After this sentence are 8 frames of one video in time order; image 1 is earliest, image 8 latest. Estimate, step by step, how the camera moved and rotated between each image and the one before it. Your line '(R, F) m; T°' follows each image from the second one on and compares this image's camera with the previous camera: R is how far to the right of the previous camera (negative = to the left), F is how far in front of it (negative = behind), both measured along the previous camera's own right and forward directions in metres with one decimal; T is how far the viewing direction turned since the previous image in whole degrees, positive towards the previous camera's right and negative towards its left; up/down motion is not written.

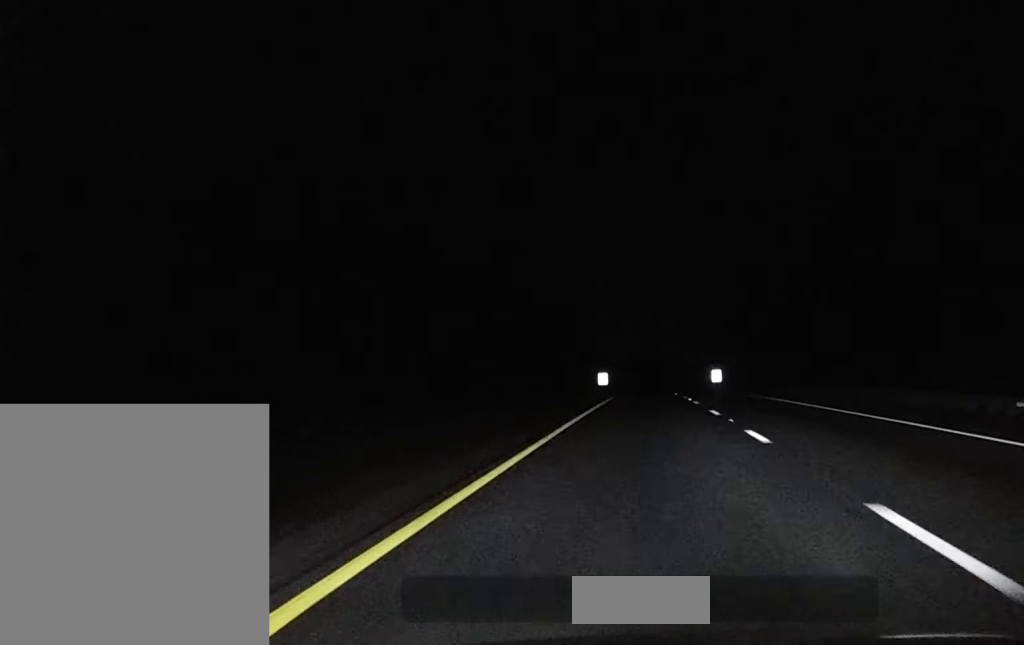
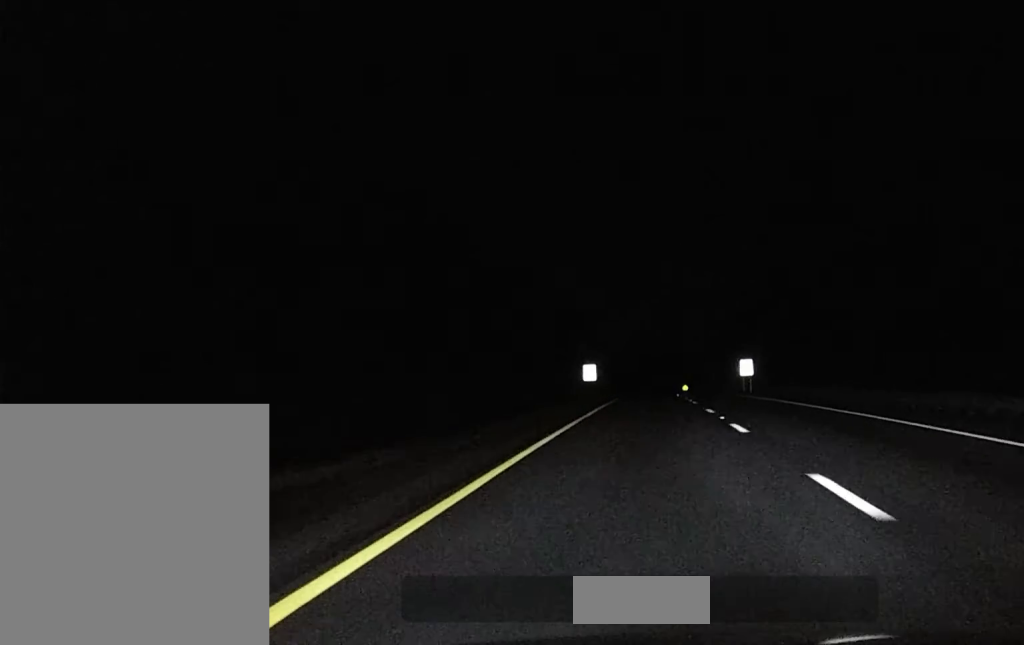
(+0.1, +50.7) m; 0°
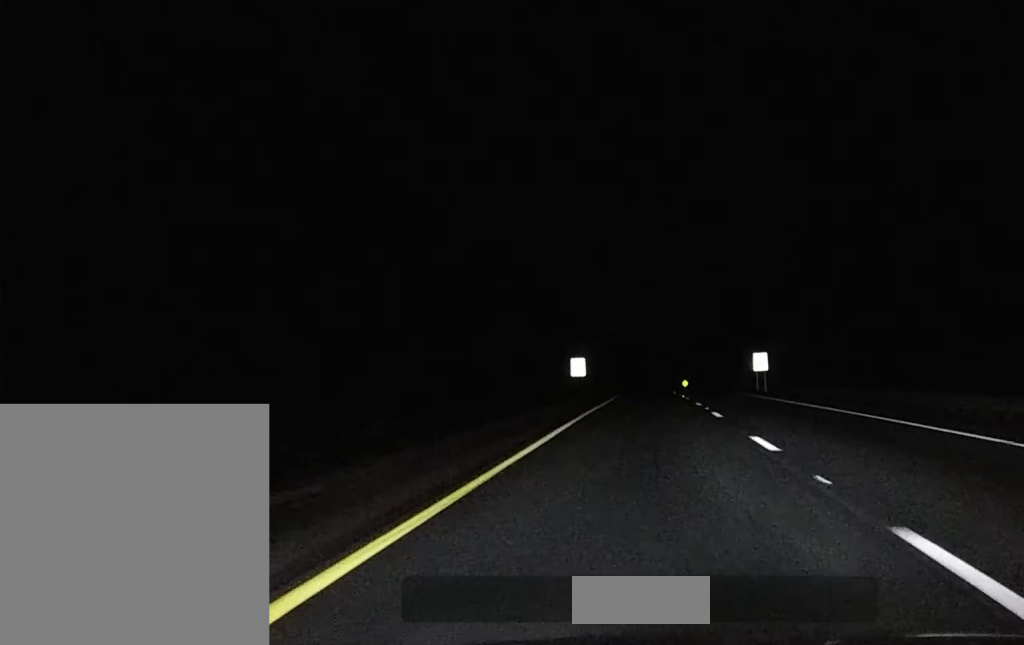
(-0.1, +17.5) m; 0°
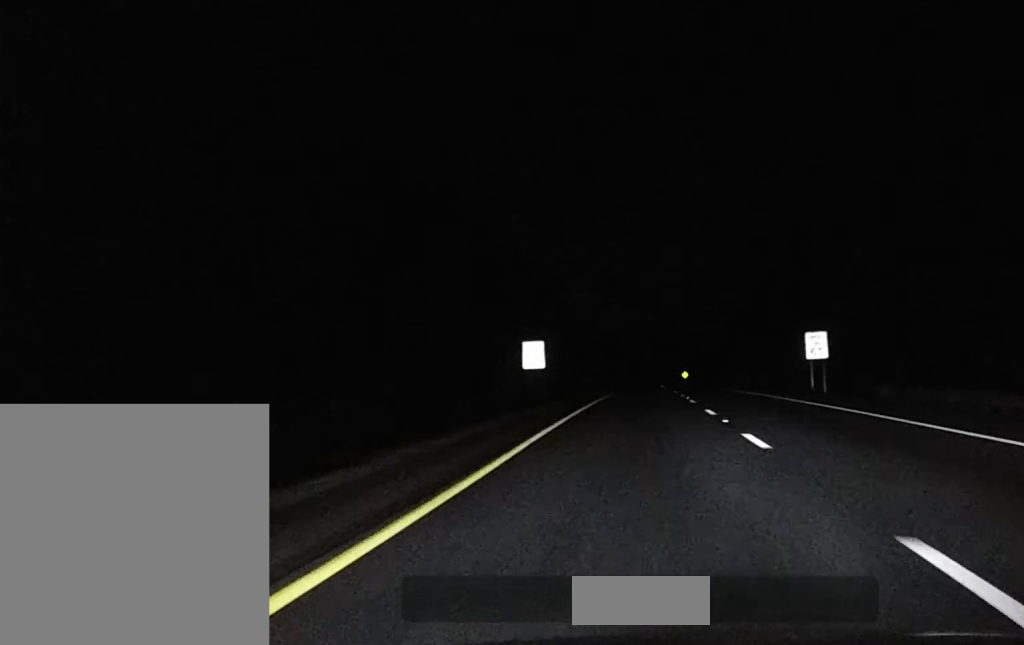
(-0.1, +32.8) m; 0°
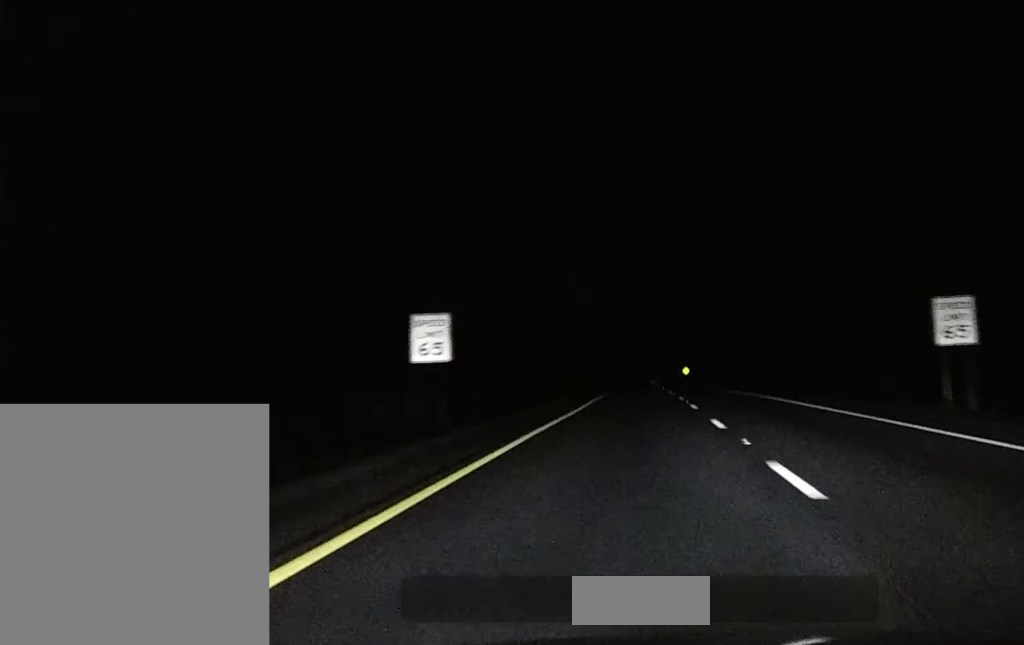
(0.0, +27.5) m; 0°
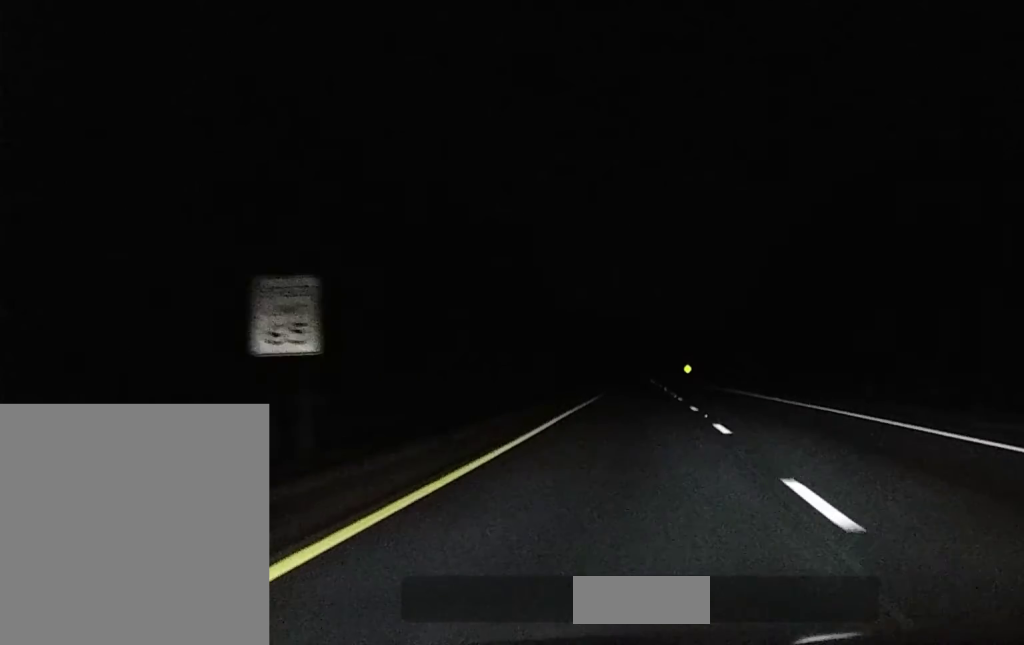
(0.0, +13.4) m; 0°
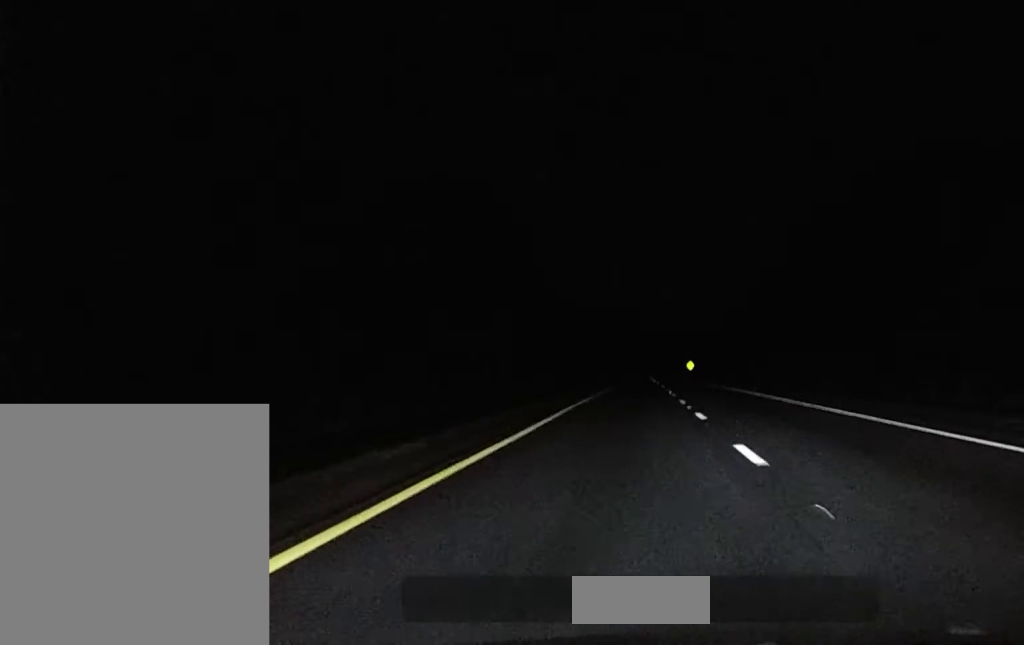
(0.0, +18.6) m; 0°
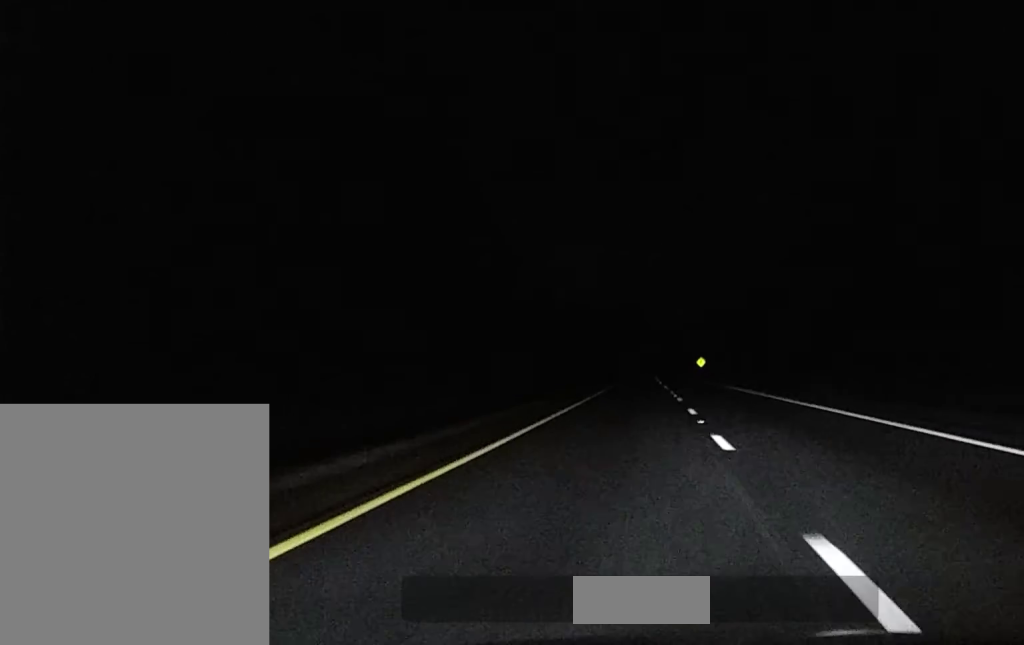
(-0.2, +36.9) m; -1°
